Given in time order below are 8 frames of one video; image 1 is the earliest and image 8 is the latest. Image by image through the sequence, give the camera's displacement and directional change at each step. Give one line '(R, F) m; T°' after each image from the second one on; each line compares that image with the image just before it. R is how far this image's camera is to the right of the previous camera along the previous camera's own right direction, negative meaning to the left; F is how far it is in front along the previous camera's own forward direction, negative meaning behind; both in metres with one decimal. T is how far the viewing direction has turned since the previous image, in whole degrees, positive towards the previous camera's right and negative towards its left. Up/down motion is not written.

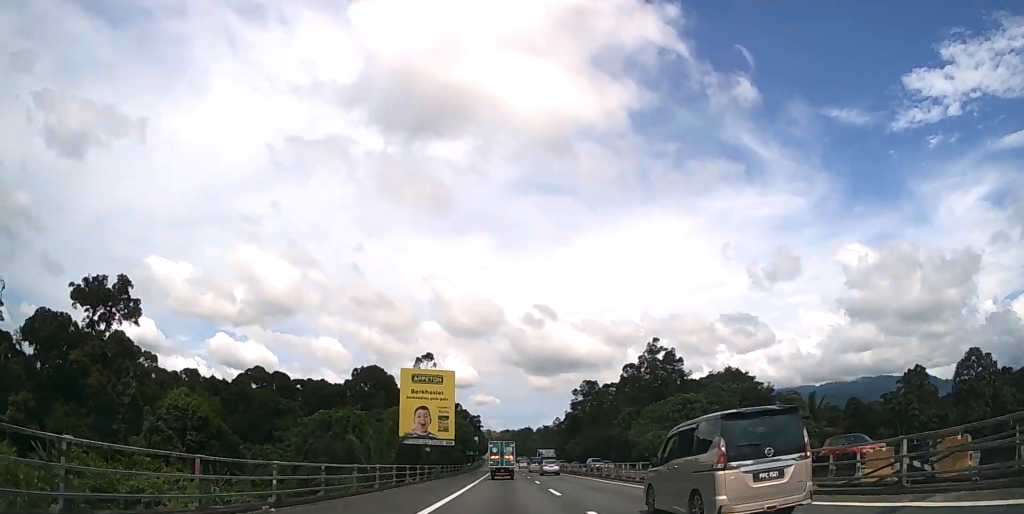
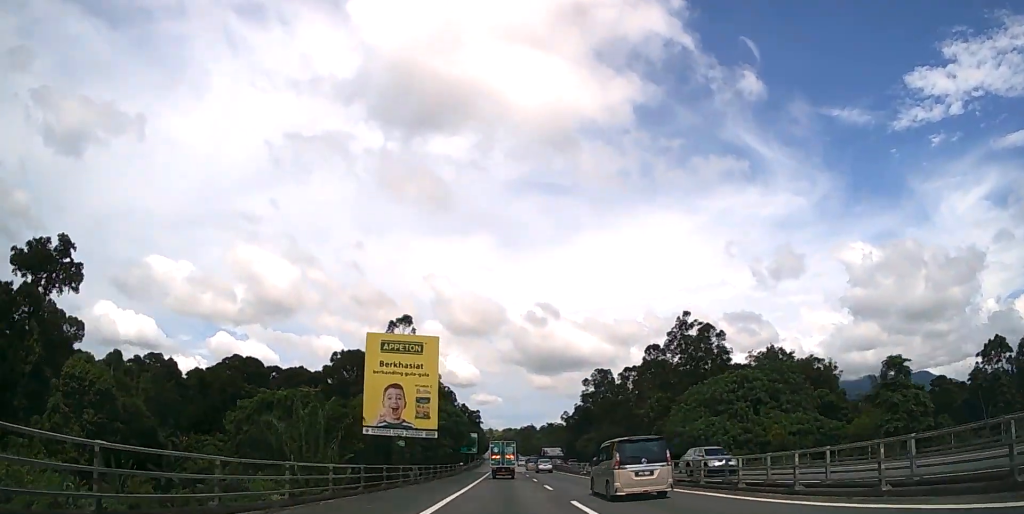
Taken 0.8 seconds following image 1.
(-0.1, +20.4) m; -1°
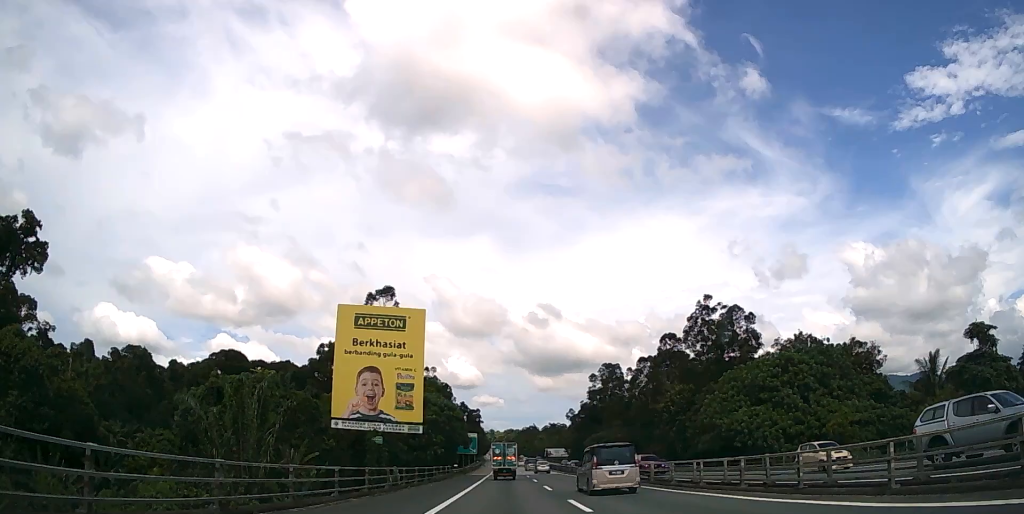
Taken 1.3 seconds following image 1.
(0.0, +10.7) m; 0°
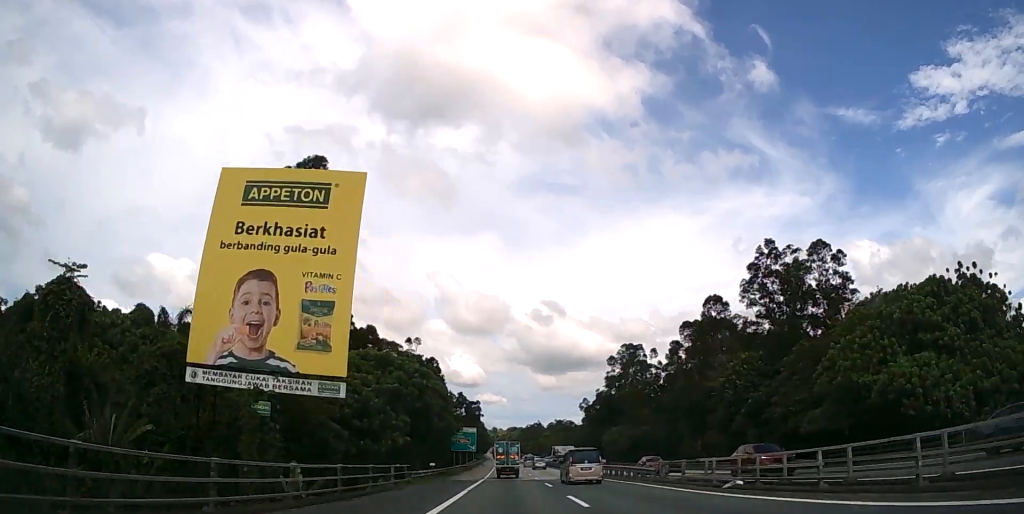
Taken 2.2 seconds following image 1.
(-0.1, +22.5) m; 0°
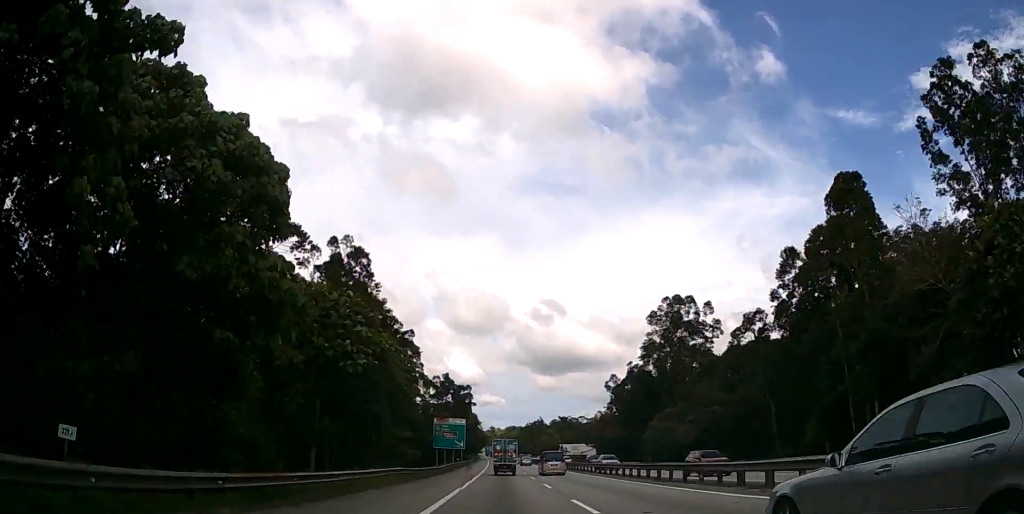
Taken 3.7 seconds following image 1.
(0.0, +37.5) m; 0°
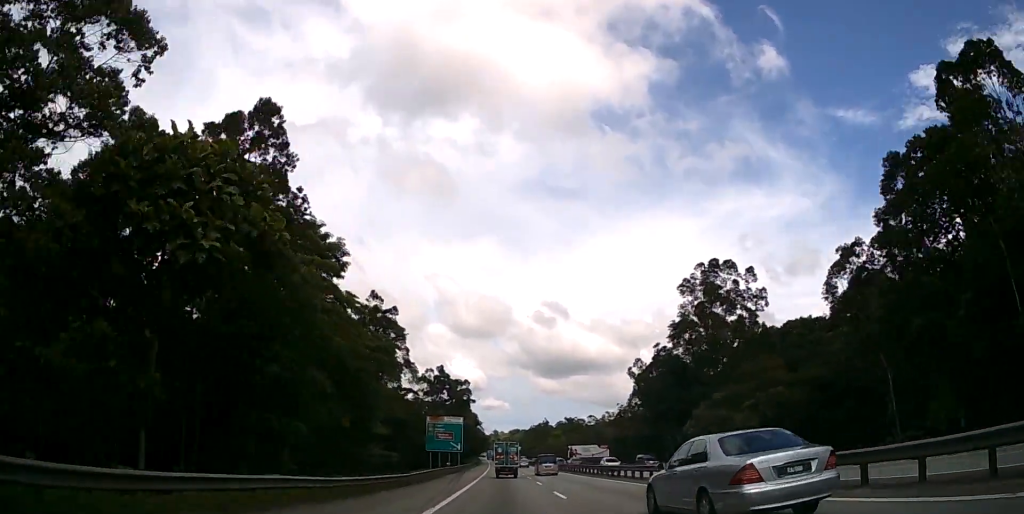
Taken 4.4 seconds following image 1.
(0.0, +16.8) m; 0°
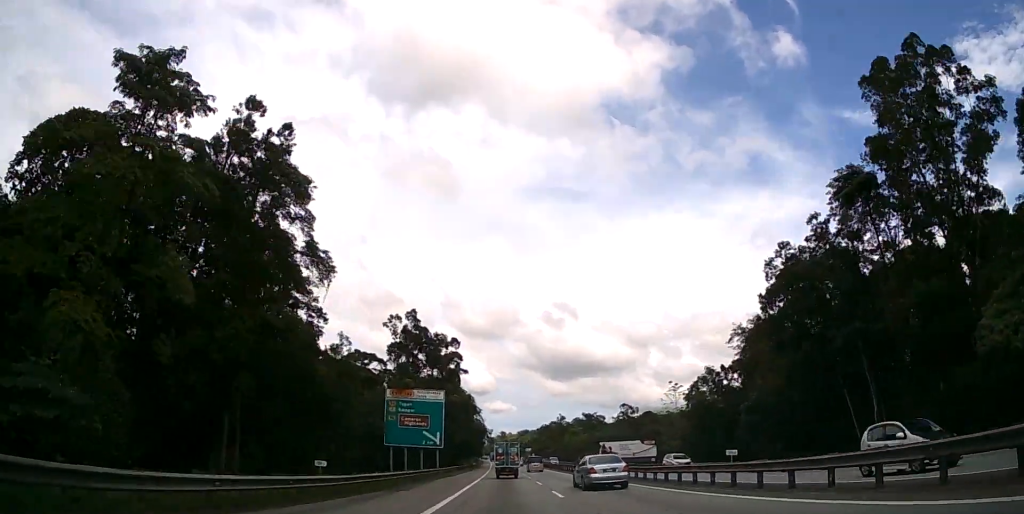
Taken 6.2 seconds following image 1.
(-0.1, +44.8) m; 0°
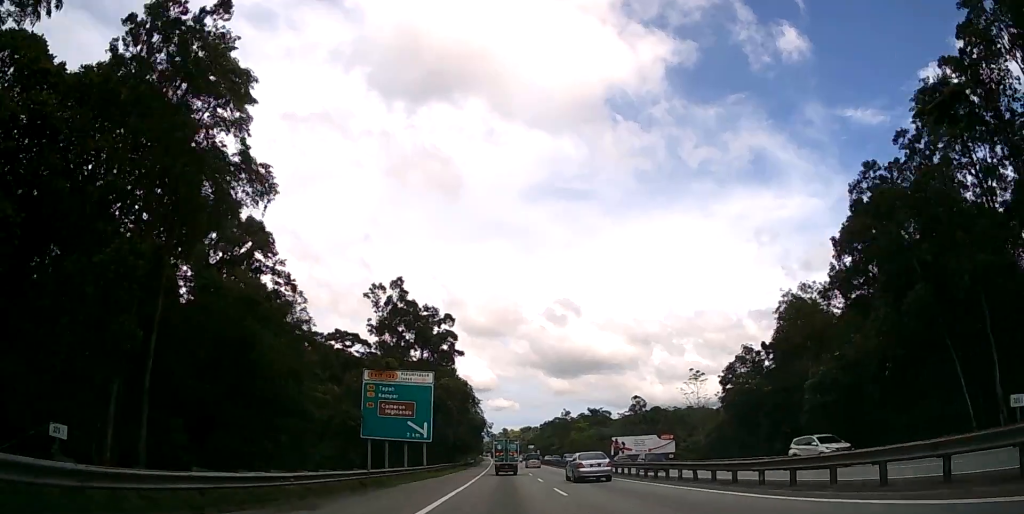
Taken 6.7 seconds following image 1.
(0.0, +12.0) m; 0°
